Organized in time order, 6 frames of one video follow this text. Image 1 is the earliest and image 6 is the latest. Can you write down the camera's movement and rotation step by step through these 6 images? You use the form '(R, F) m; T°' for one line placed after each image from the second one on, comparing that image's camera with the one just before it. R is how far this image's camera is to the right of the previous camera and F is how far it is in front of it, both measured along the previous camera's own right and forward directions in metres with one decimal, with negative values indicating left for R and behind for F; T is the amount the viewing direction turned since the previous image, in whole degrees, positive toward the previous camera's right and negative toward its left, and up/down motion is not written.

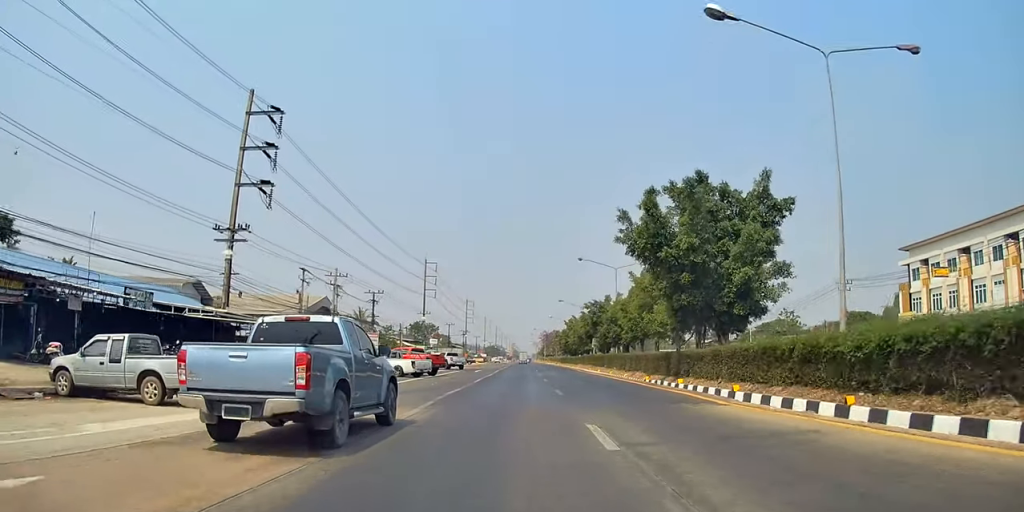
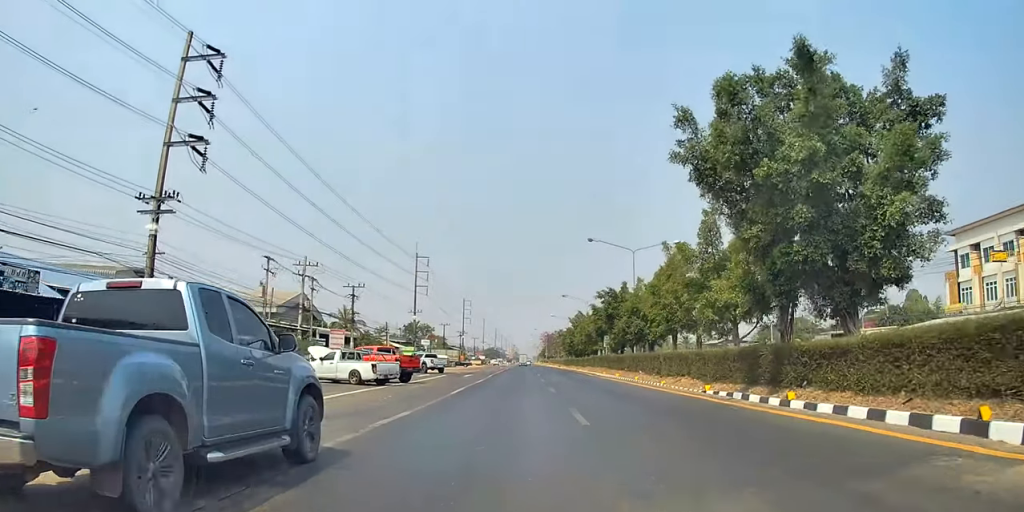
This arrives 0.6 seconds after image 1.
(0.0, +9.9) m; 0°
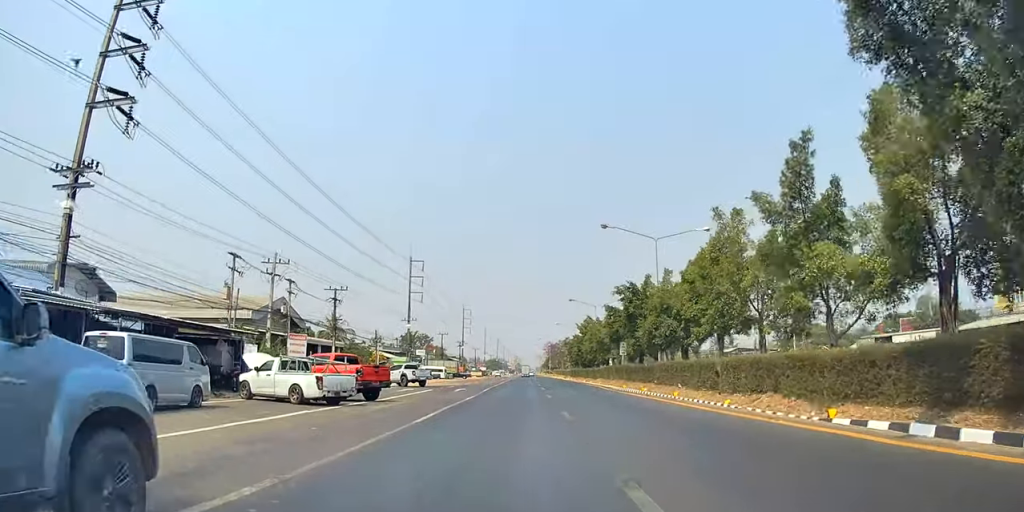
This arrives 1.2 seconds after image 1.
(0.0, +8.7) m; 0°
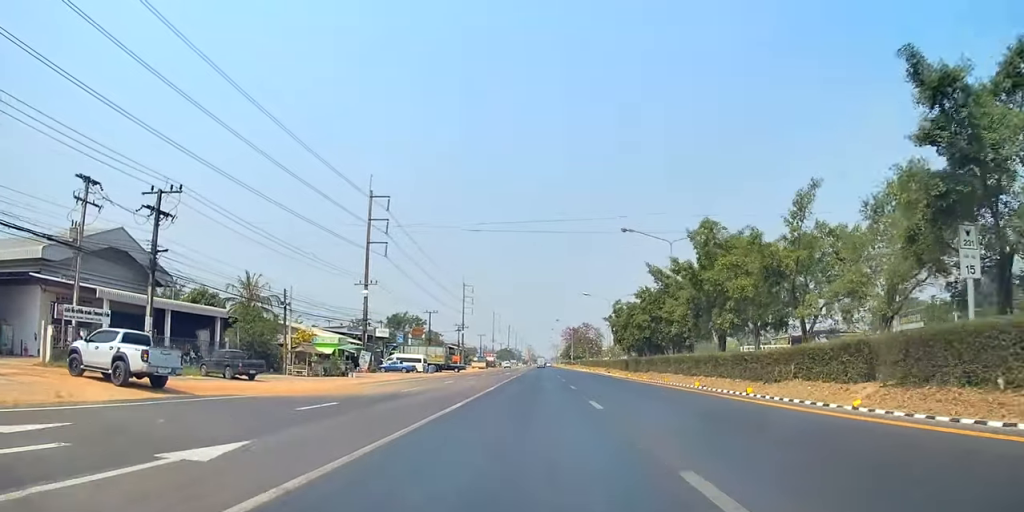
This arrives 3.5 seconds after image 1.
(+0.1, +35.6) m; 0°
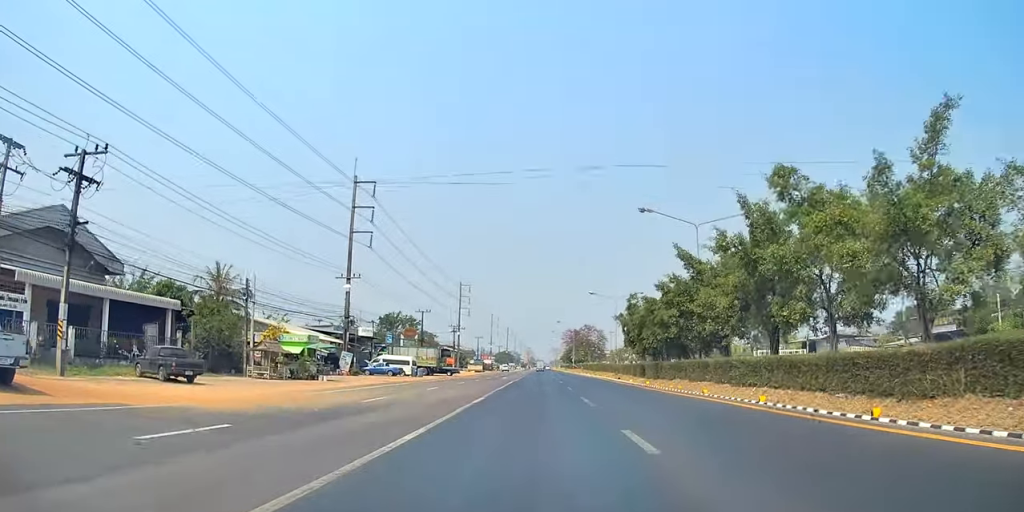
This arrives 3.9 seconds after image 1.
(0.0, +6.8) m; 0°
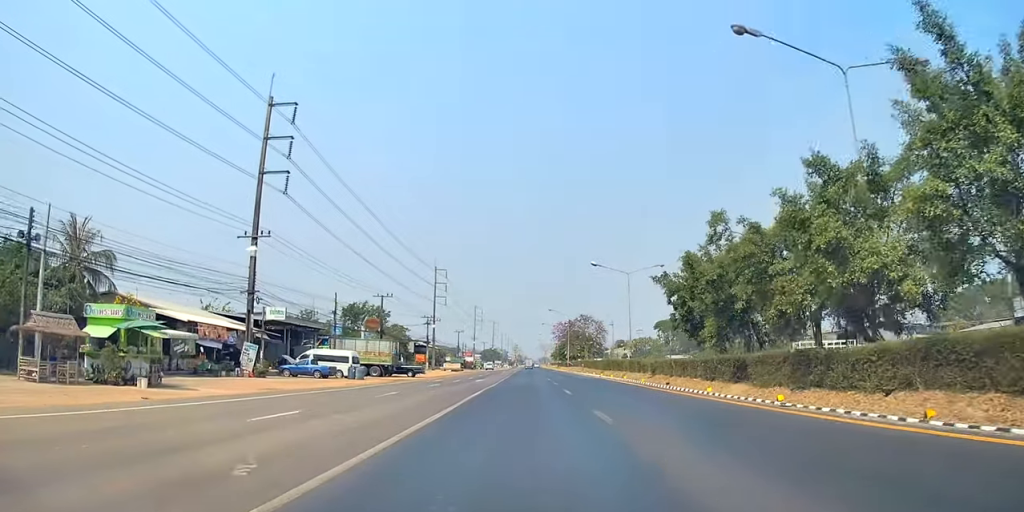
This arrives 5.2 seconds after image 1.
(-0.2, +20.5) m; 0°
